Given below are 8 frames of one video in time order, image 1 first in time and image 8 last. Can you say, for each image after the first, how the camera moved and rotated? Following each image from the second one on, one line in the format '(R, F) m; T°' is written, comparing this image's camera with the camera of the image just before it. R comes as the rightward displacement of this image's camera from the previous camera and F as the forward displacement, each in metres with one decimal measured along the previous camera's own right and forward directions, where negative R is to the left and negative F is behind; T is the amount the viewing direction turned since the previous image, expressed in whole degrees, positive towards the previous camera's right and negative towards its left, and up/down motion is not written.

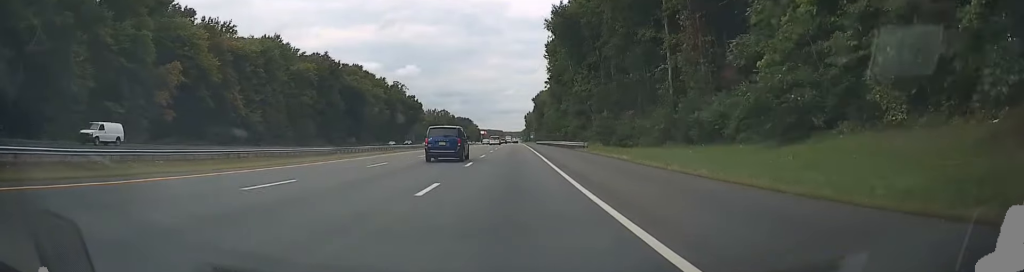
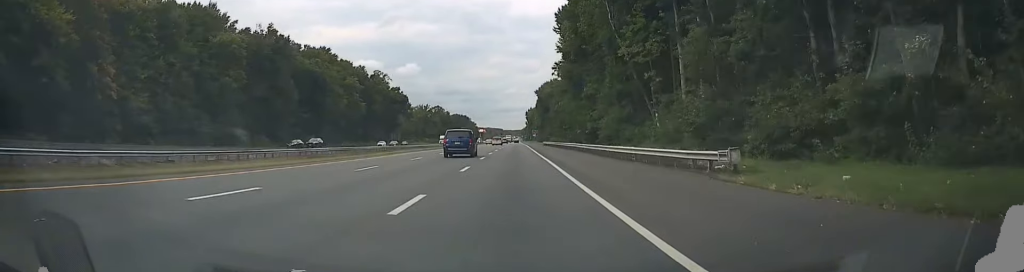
(+0.2, +38.4) m; +1°
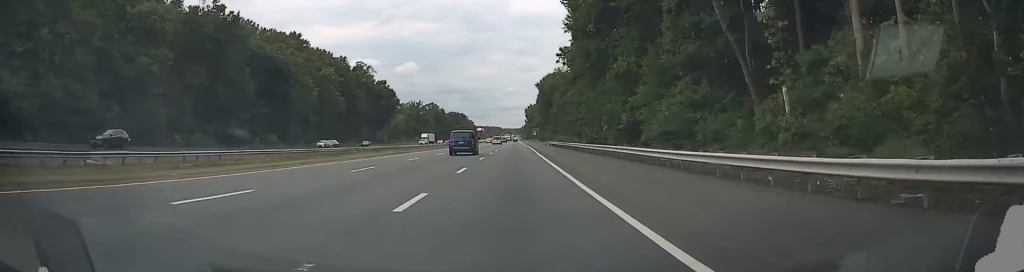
(+0.1, +23.8) m; 0°
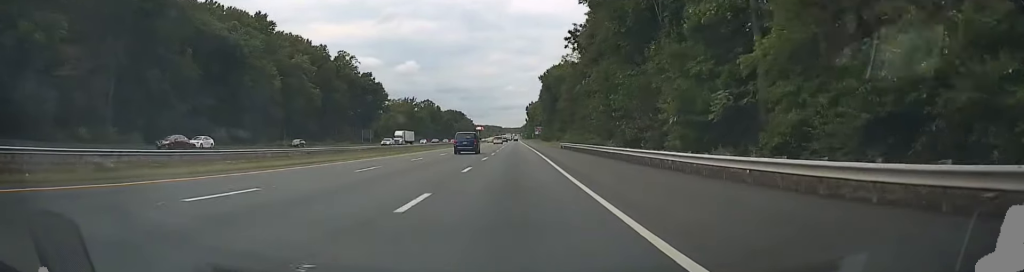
(0.0, +23.9) m; 0°
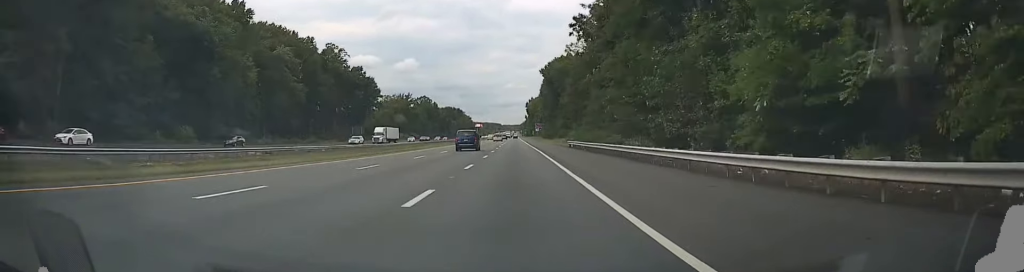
(+0.1, +11.3) m; 0°
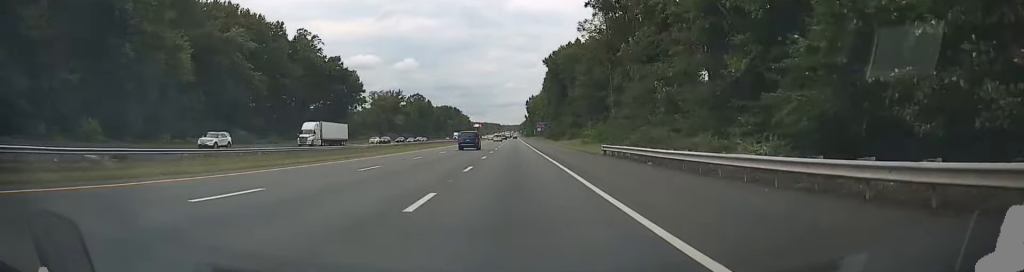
(-0.3, +24.4) m; 0°
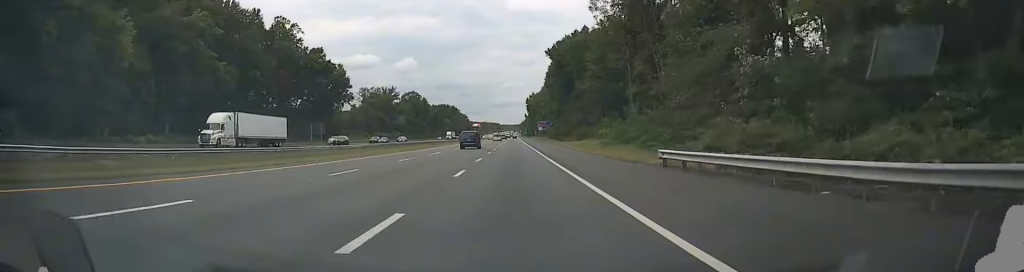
(0.0, +15.8) m; 0°
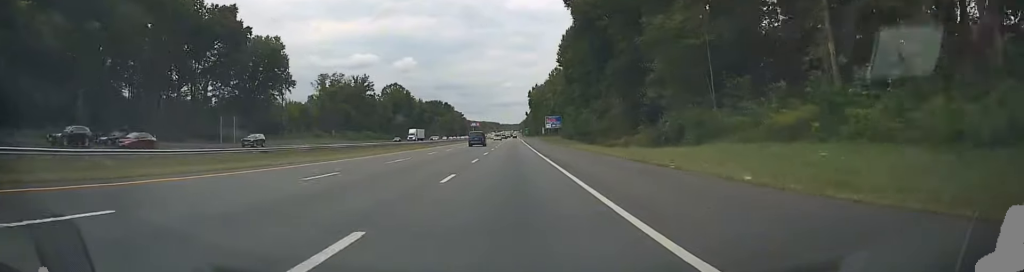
(+0.5, +50.3) m; +1°
